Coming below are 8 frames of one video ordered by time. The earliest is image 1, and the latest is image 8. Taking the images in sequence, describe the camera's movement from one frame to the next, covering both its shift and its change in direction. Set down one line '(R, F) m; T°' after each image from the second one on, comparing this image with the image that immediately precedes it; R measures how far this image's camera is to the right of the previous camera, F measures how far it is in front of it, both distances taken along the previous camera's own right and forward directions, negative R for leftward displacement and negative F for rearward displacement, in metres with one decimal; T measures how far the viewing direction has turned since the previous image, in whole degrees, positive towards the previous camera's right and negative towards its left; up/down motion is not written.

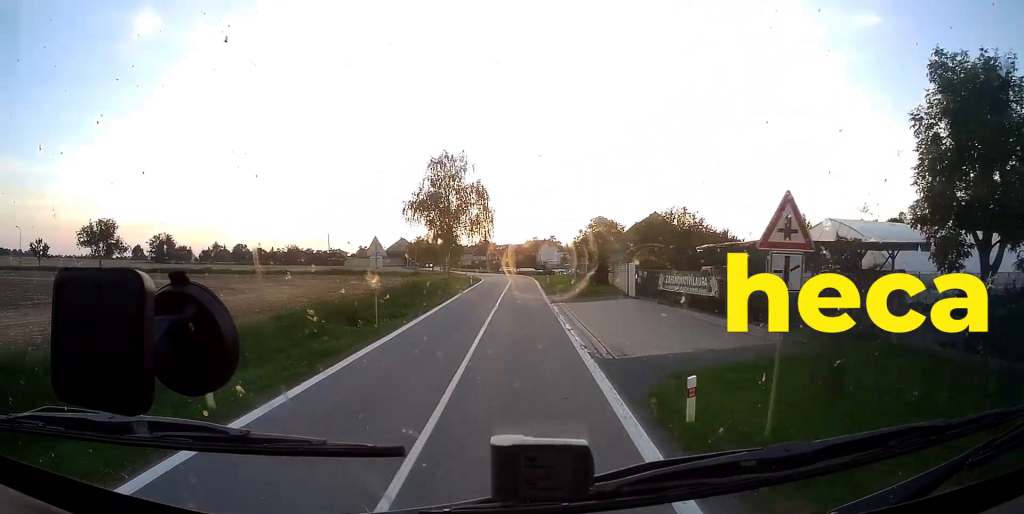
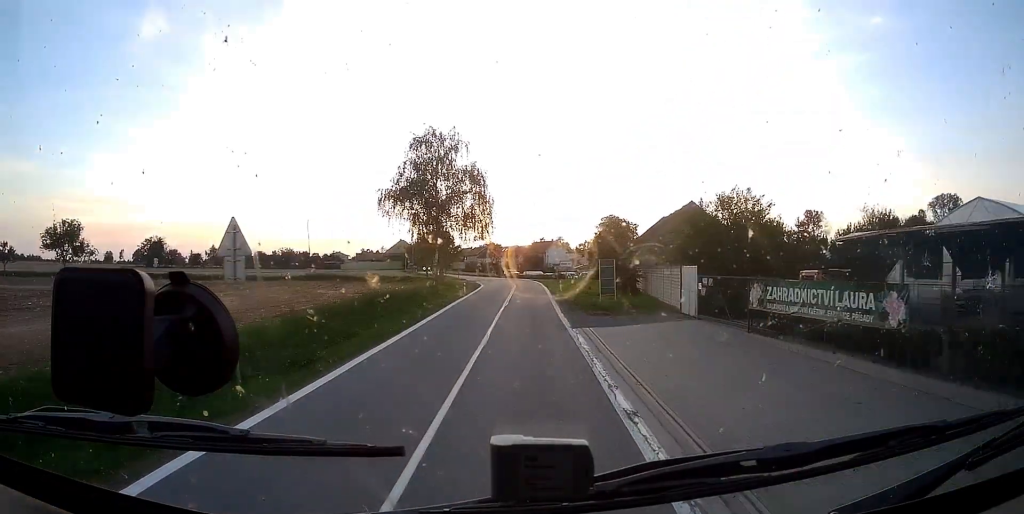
(-0.1, +11.6) m; -2°
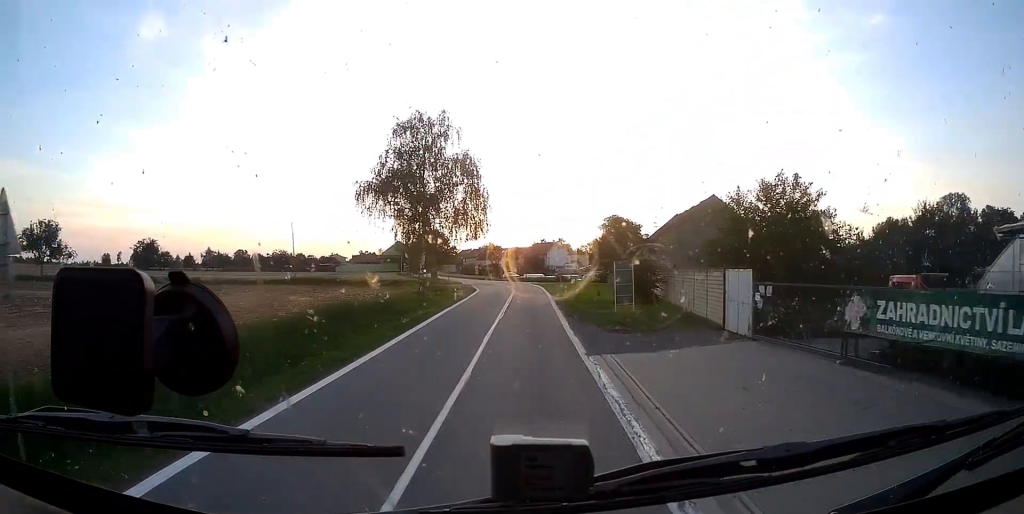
(-0.2, +6.1) m; -1°
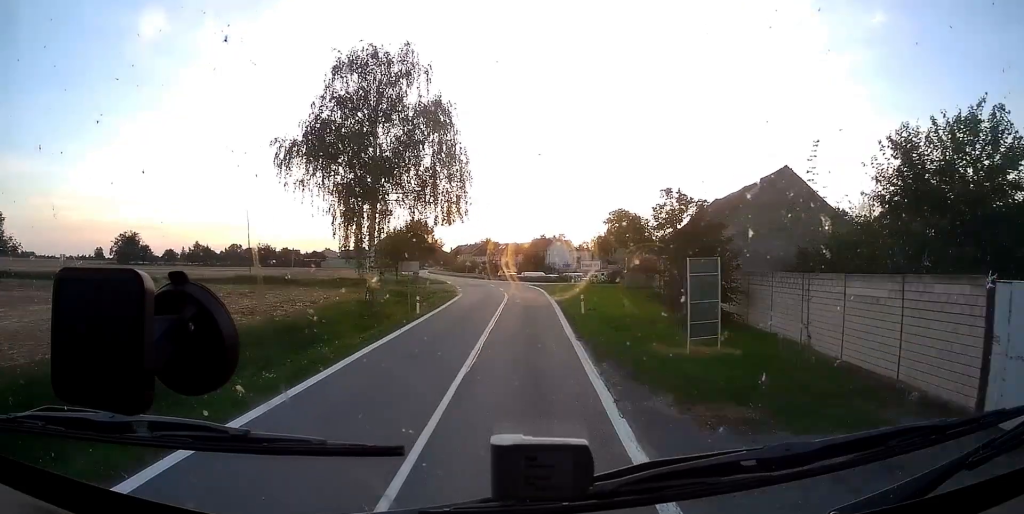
(-0.2, +13.1) m; -1°
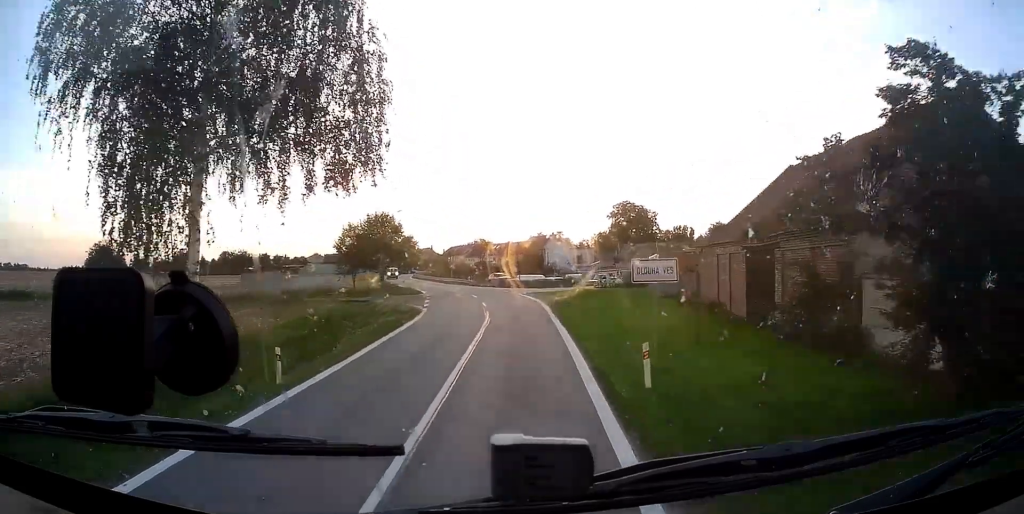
(0.0, +15.6) m; +2°
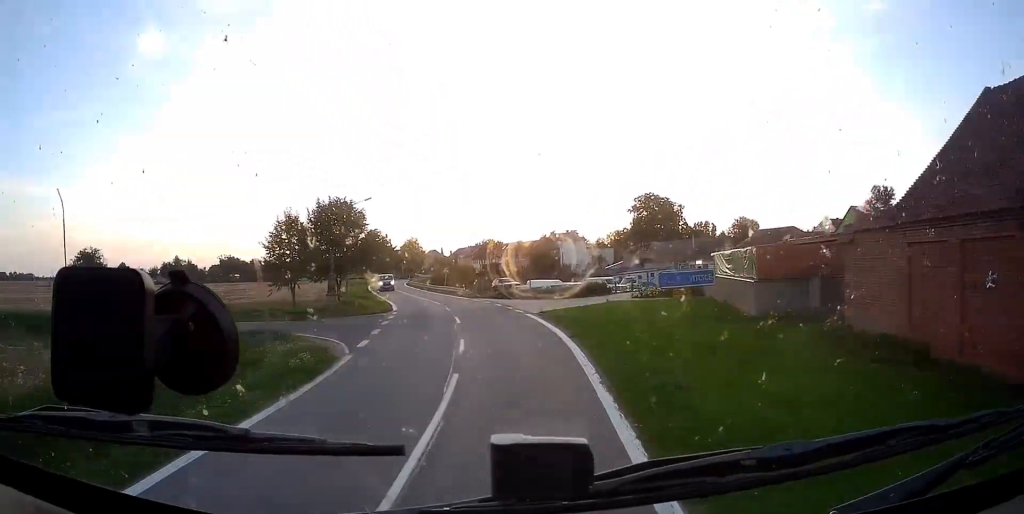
(+0.7, +16.2) m; -2°
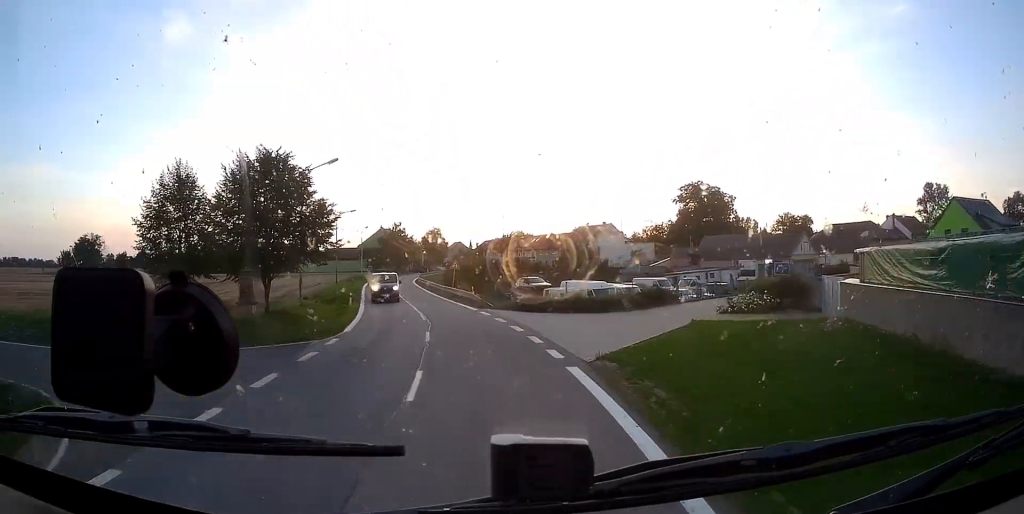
(-1.6, +15.6) m; -9°
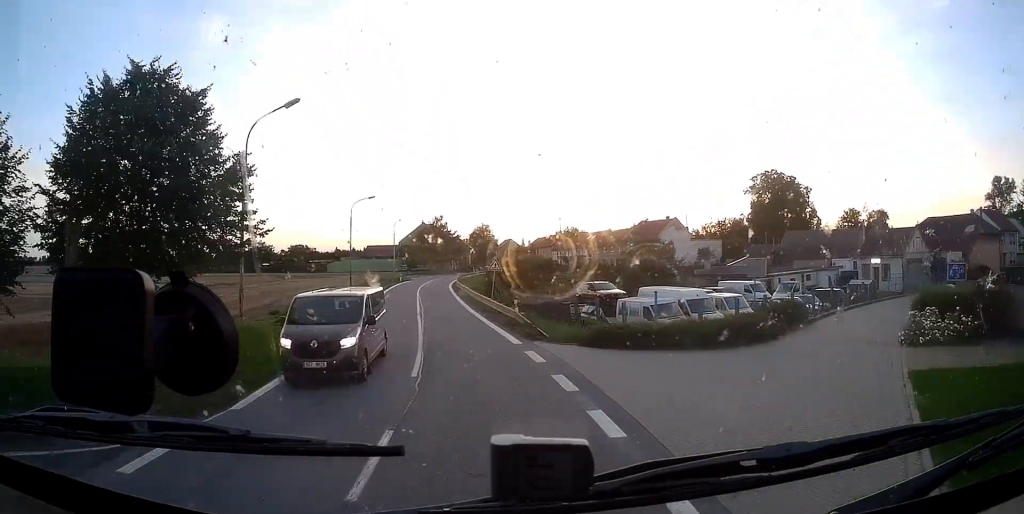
(-0.6, +12.9) m; -5°
